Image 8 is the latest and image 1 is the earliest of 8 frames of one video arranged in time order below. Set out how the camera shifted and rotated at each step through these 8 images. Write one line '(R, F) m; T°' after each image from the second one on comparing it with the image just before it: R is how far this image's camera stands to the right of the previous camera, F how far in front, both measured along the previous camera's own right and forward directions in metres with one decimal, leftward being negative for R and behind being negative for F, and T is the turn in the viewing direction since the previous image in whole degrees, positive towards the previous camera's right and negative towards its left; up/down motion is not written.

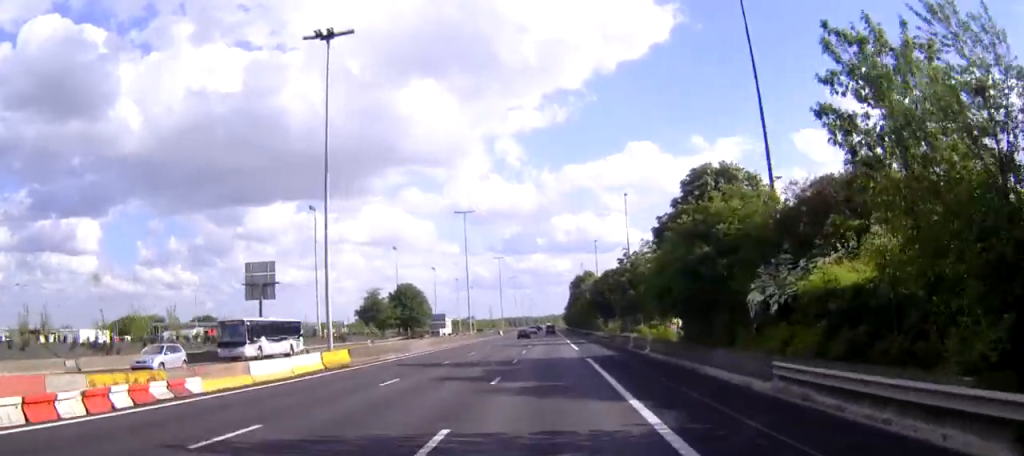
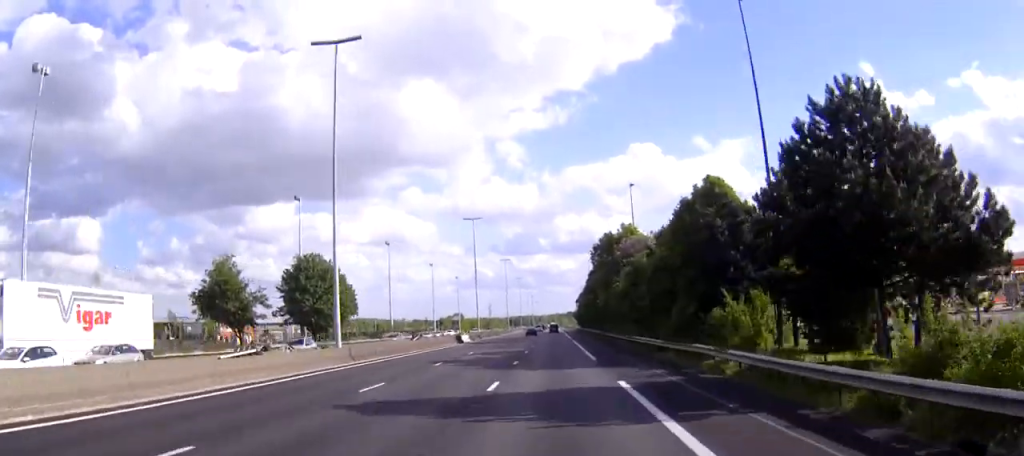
(-0.2, +67.4) m; 0°
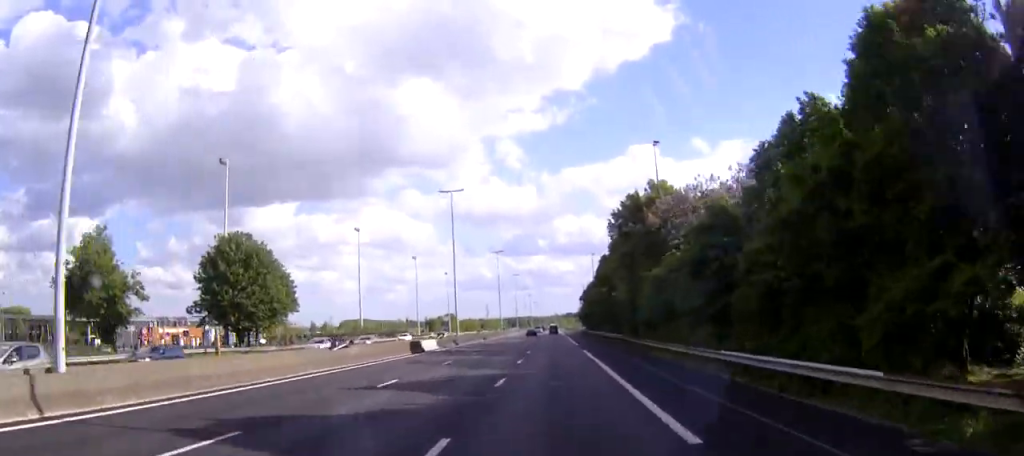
(0.0, +24.1) m; 0°
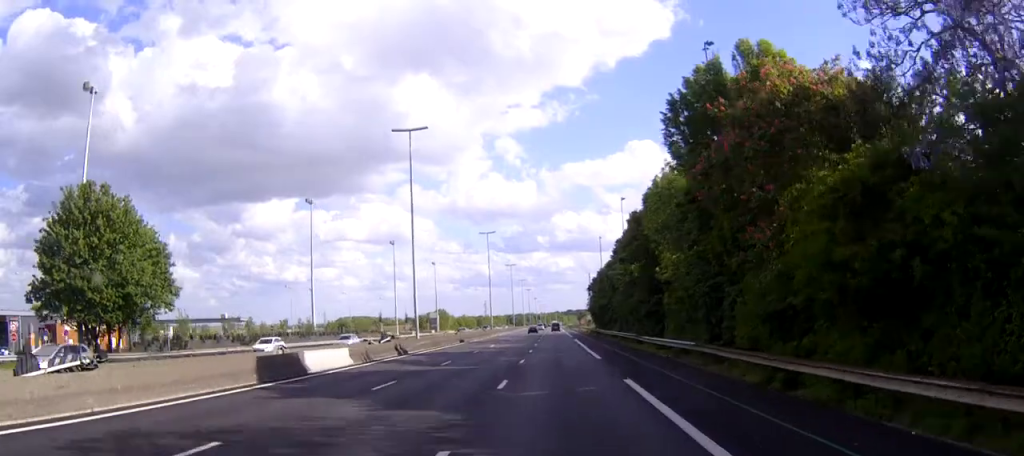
(0.0, +26.7) m; 0°
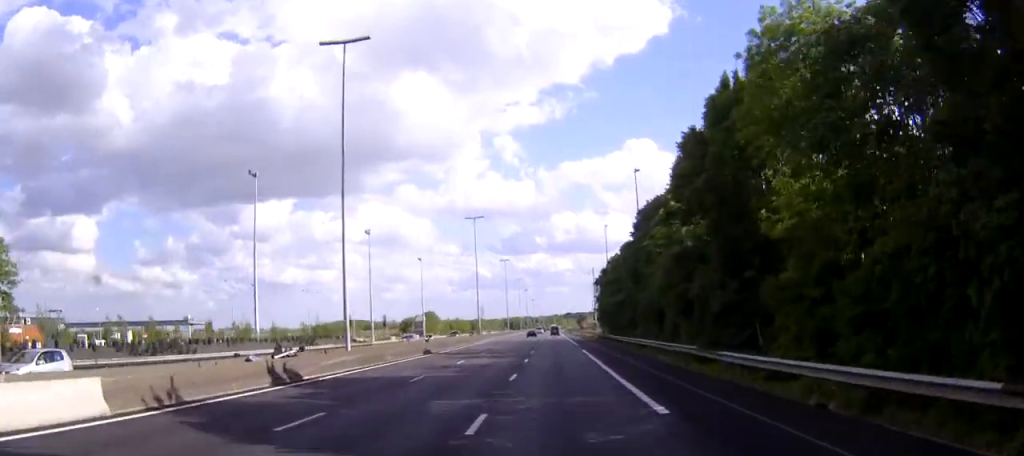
(0.0, +20.4) m; 0°
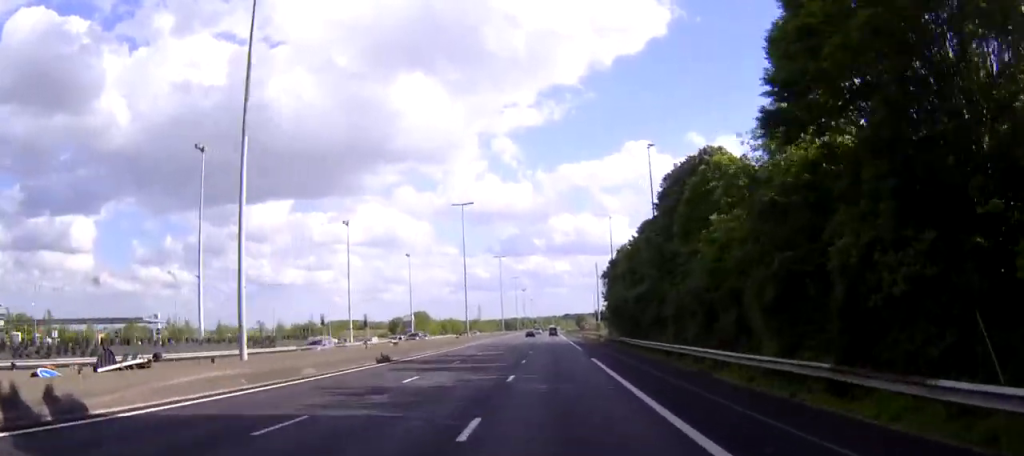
(0.0, +13.9) m; 0°
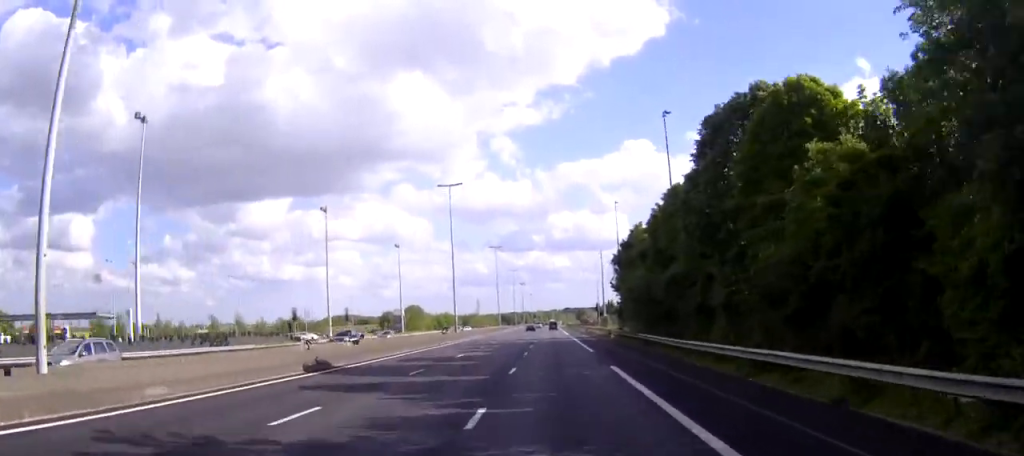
(0.0, +12.1) m; 0°
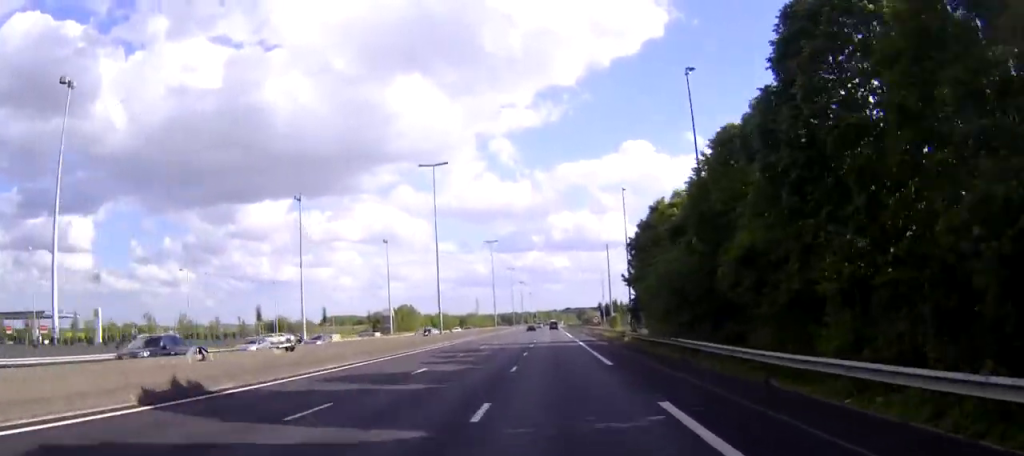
(0.0, +12.1) m; 0°
